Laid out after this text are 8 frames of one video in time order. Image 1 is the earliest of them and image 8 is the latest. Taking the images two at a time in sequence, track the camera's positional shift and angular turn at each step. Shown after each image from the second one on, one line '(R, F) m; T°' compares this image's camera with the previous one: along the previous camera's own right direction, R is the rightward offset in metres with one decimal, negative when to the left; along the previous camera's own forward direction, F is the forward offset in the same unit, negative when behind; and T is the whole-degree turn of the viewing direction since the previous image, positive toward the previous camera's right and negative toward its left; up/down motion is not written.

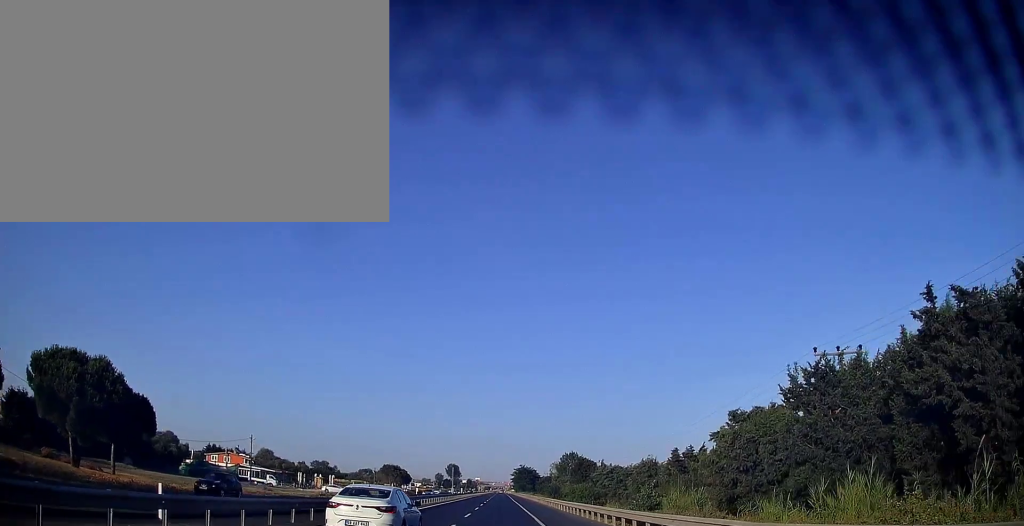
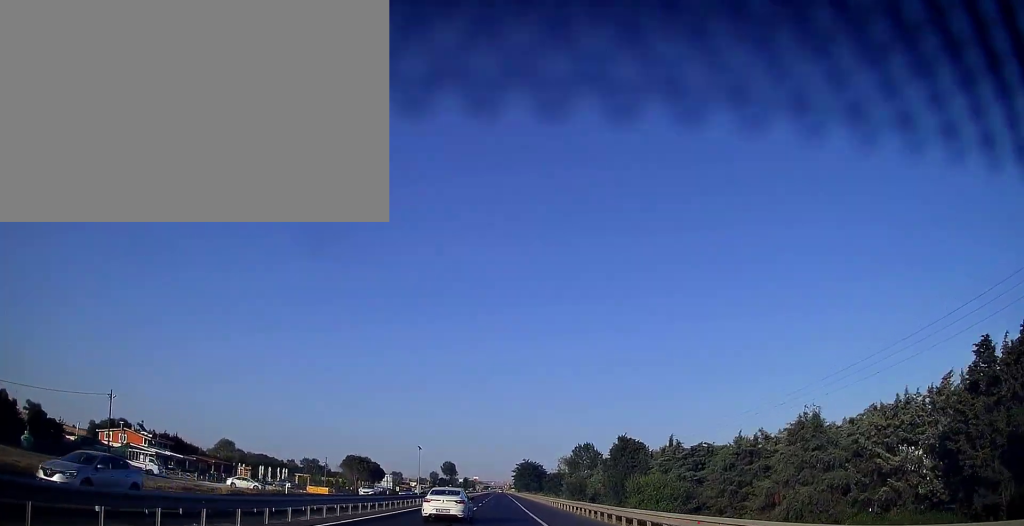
(+0.2, +38.1) m; 0°
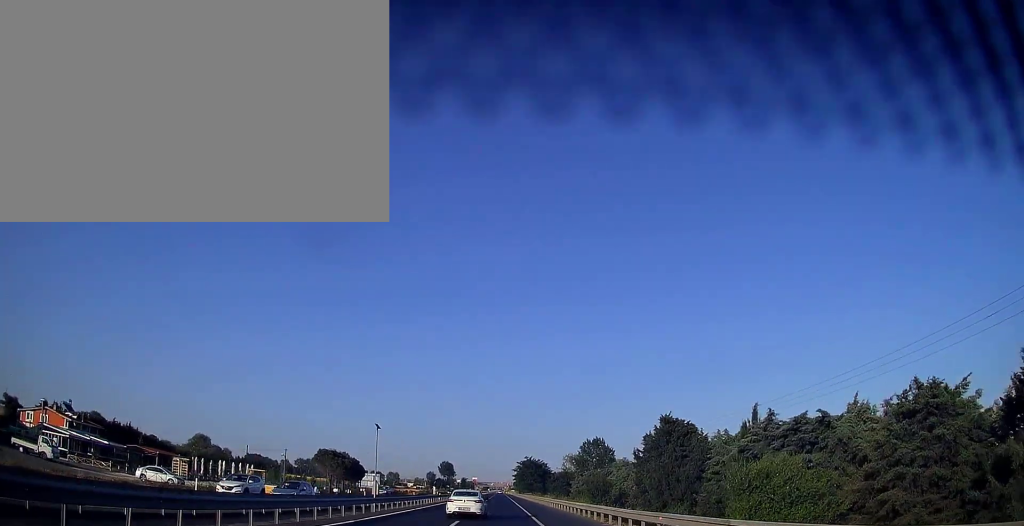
(-0.1, +19.0) m; 0°
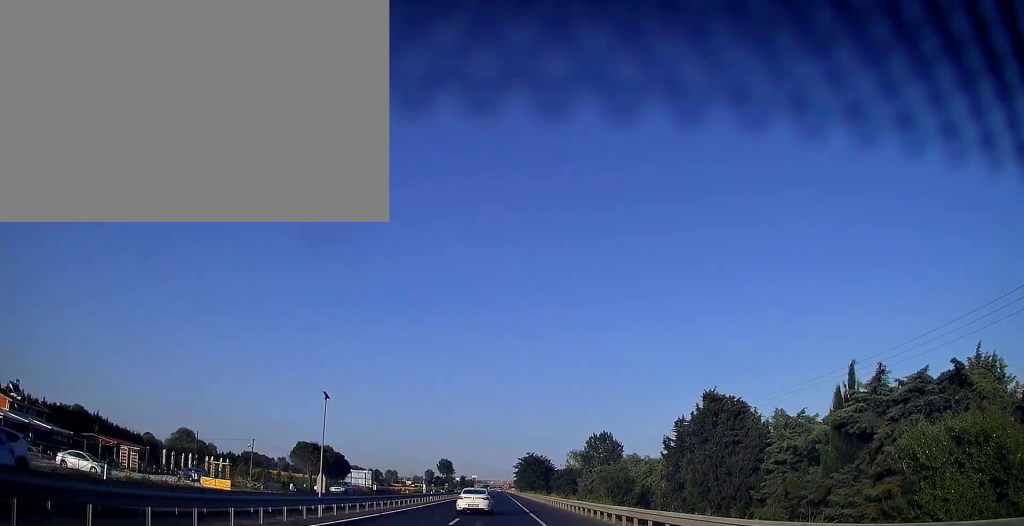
(-0.1, +11.3) m; 0°
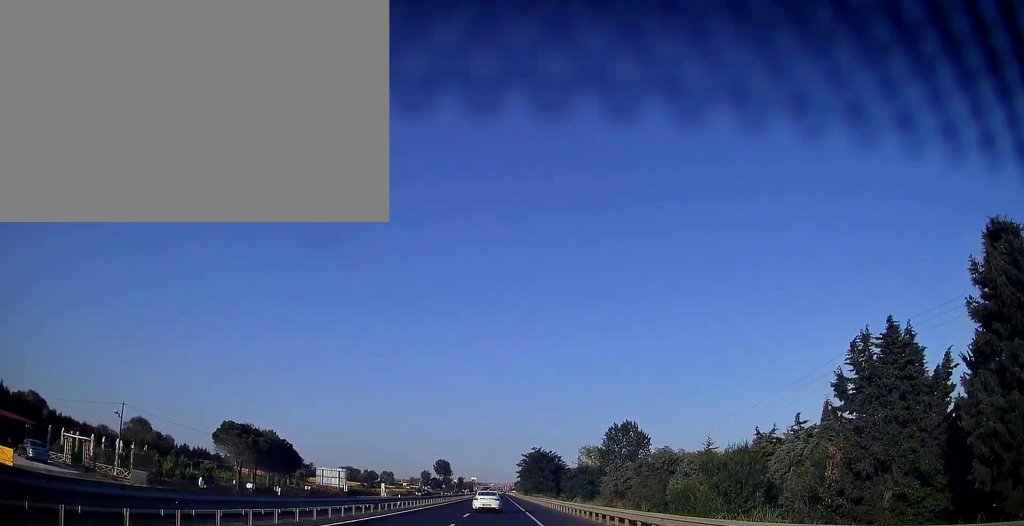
(+0.3, +26.8) m; 0°
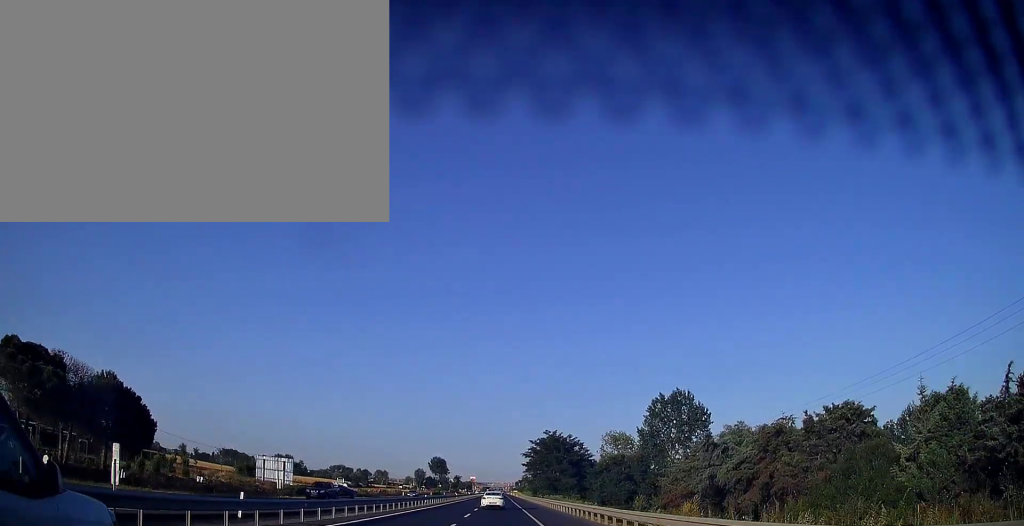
(-0.2, +35.6) m; 0°
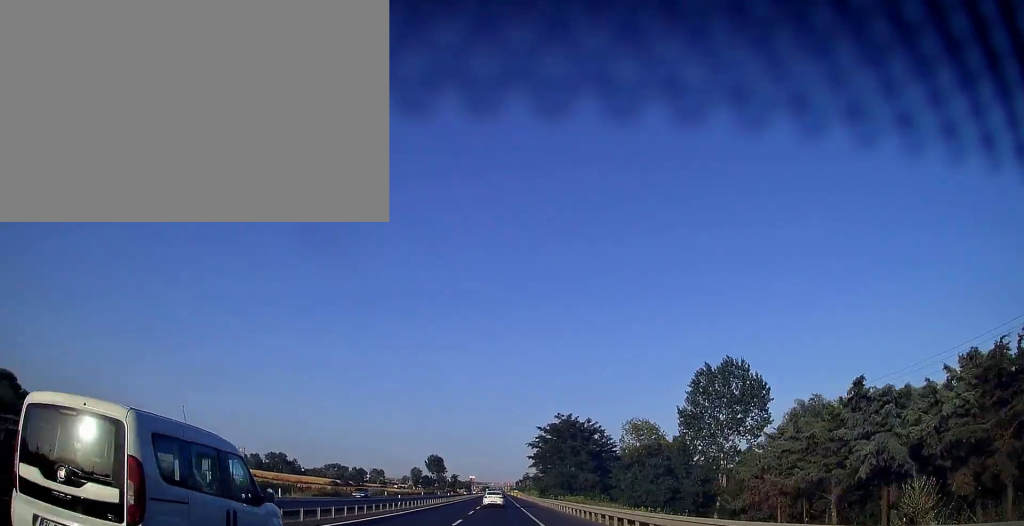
(-0.1, +19.2) m; 0°
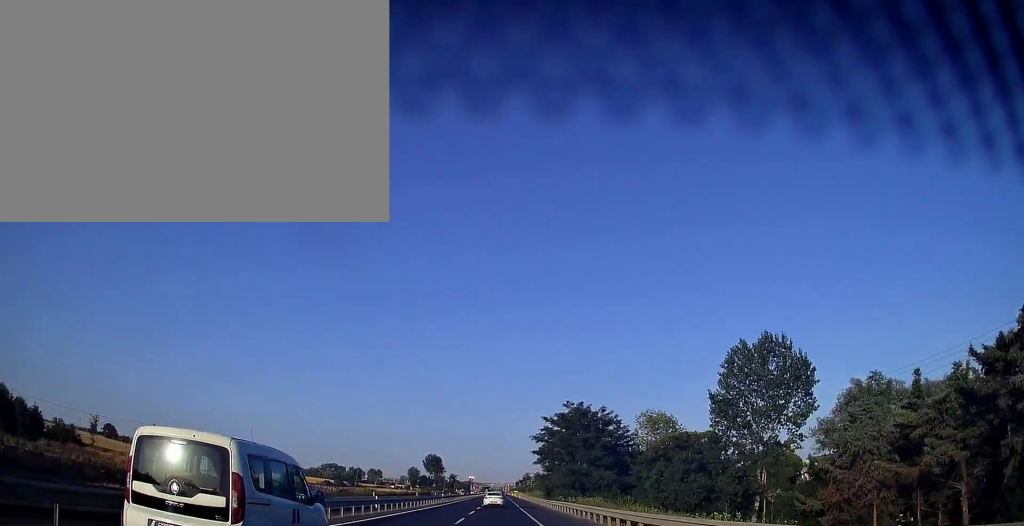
(+0.1, +11.4) m; 0°
